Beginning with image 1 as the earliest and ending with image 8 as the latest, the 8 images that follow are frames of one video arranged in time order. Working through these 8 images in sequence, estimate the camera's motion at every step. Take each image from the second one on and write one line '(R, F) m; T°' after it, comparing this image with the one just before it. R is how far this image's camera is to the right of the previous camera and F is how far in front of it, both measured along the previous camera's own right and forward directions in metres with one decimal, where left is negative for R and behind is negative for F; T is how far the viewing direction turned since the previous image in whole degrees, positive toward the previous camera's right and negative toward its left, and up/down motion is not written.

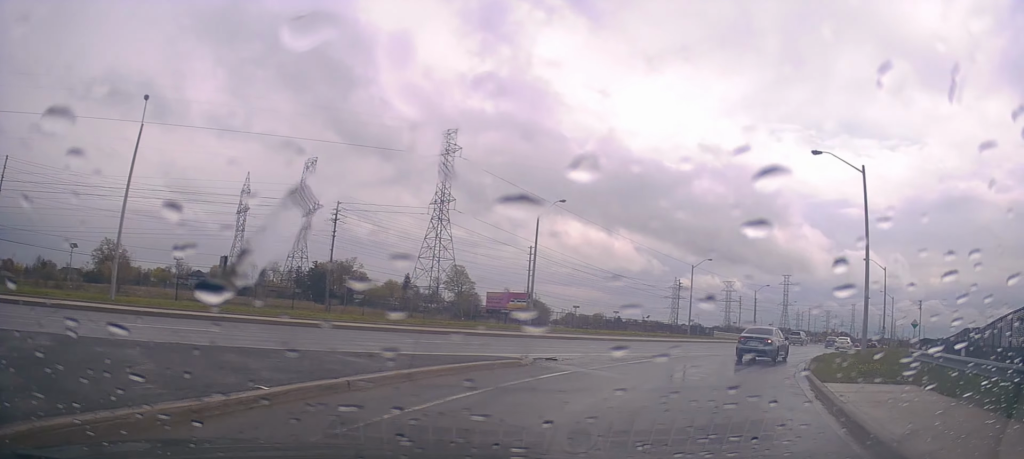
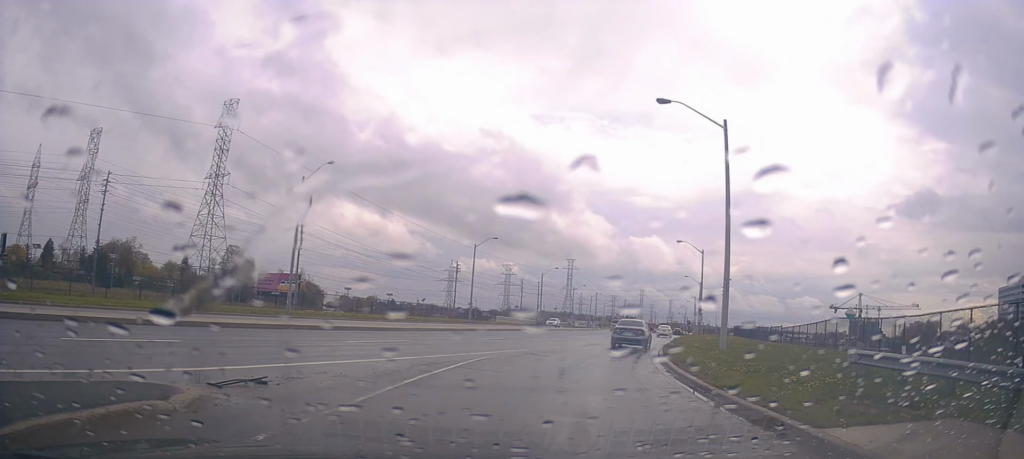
(+1.5, +7.3) m; +19°
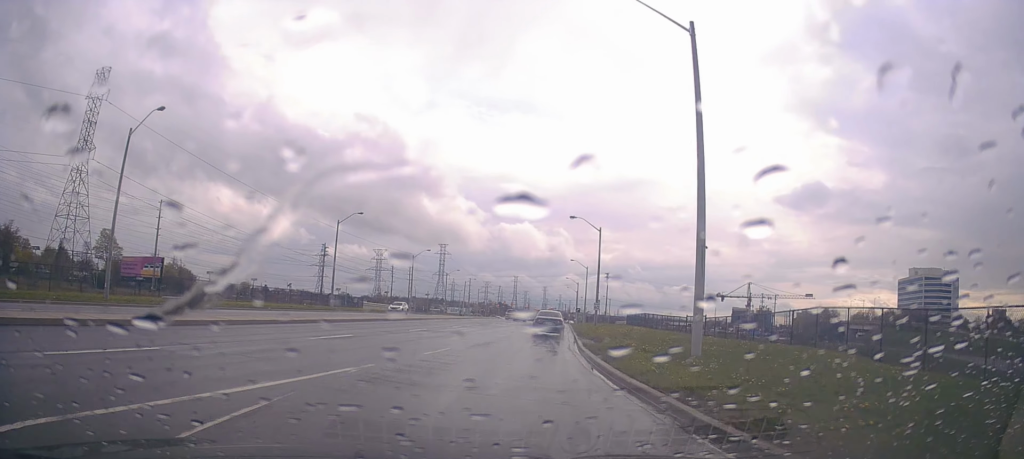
(+1.0, +9.2) m; +10°
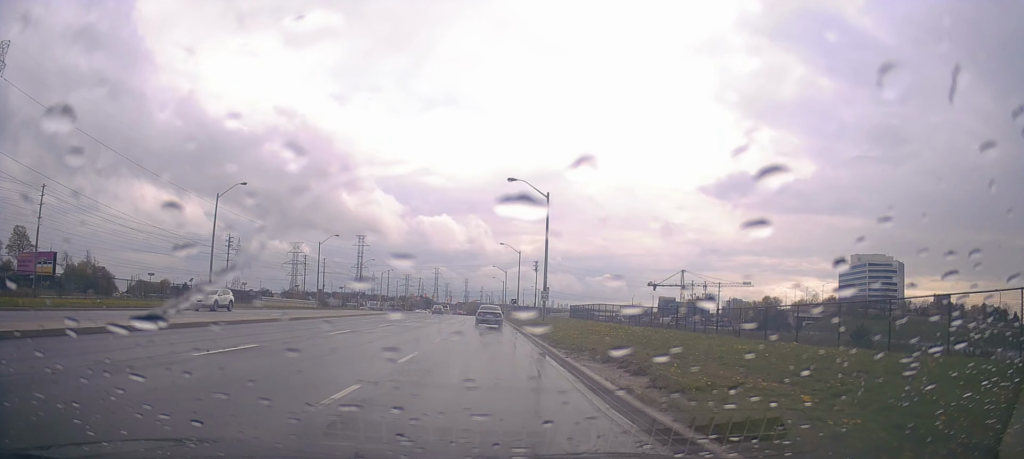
(+1.5, +14.3) m; +9°
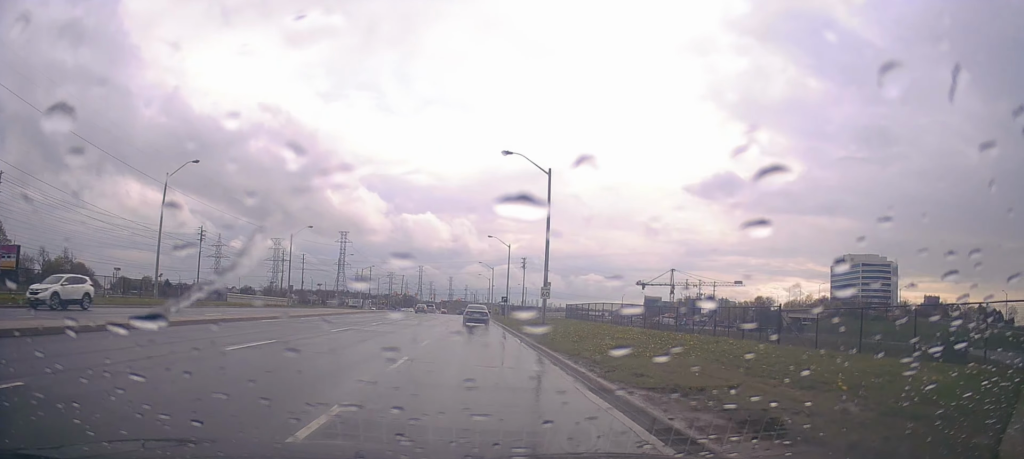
(-0.2, +7.5) m; +1°
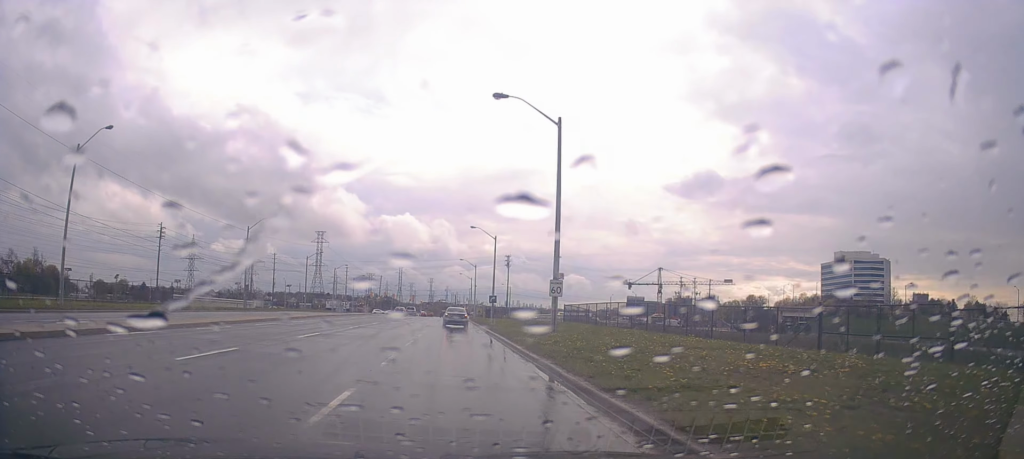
(+0.3, +10.4) m; +2°
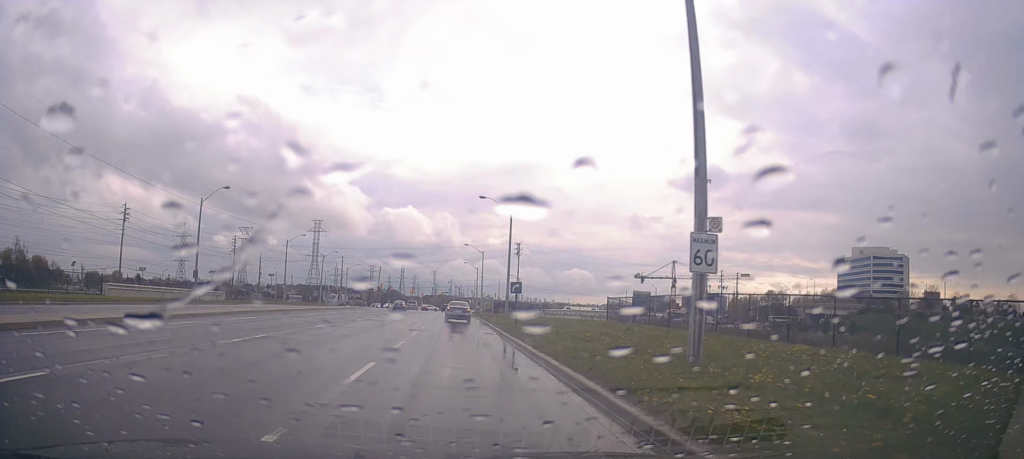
(+0.1, +15.2) m; -2°
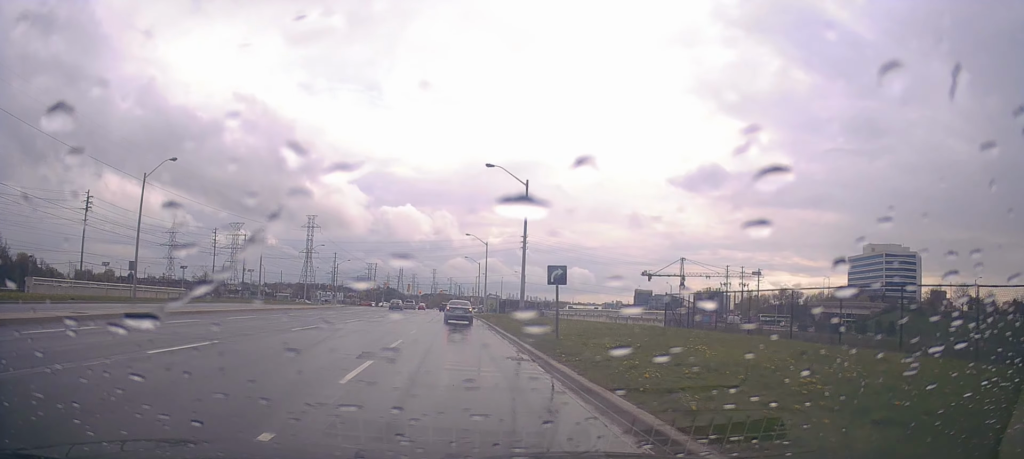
(-0.7, +12.3) m; 0°
